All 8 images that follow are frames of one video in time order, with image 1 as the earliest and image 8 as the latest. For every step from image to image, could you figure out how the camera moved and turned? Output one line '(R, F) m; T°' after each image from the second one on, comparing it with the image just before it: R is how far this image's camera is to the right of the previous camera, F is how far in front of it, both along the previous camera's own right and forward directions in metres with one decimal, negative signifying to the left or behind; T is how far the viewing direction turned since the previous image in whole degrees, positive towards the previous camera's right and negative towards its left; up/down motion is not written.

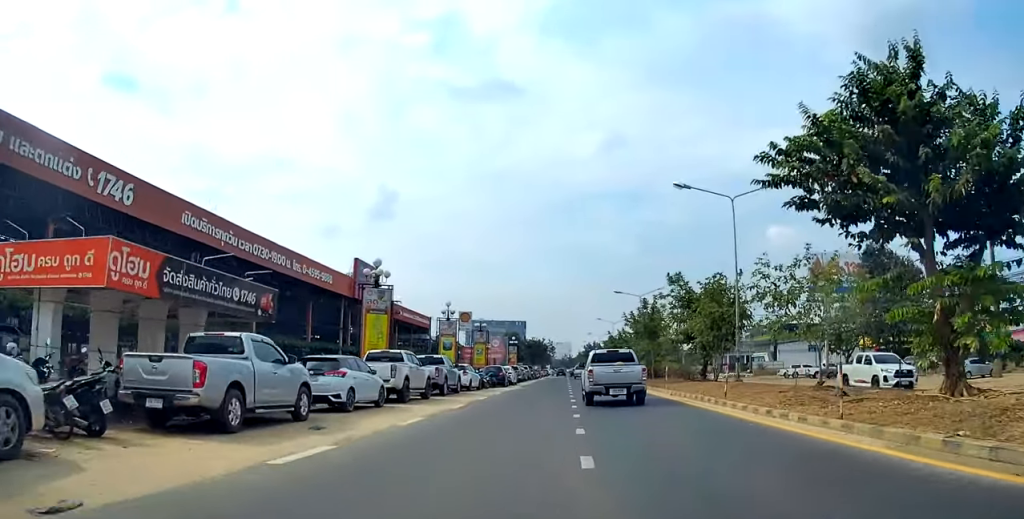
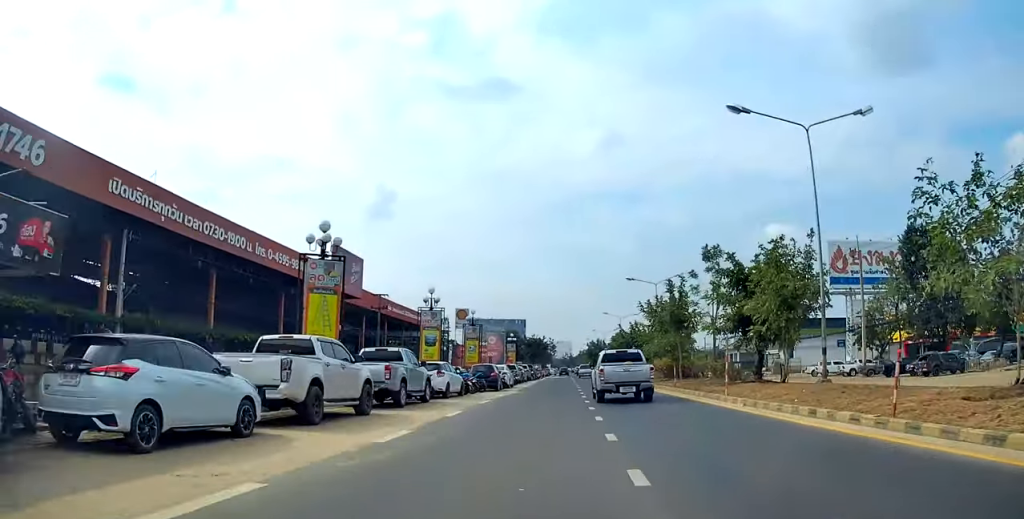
(0.0, +9.4) m; 0°
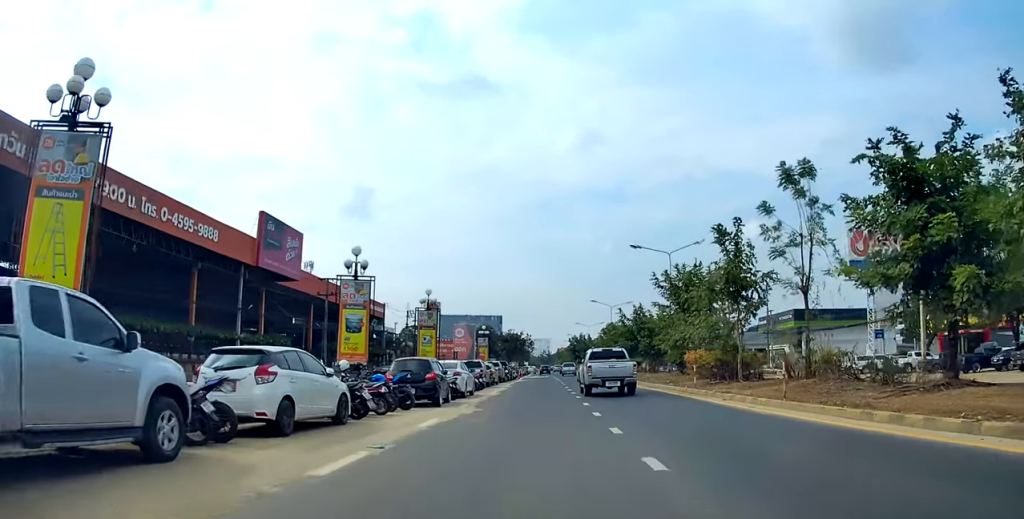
(0.0, +15.2) m; +1°
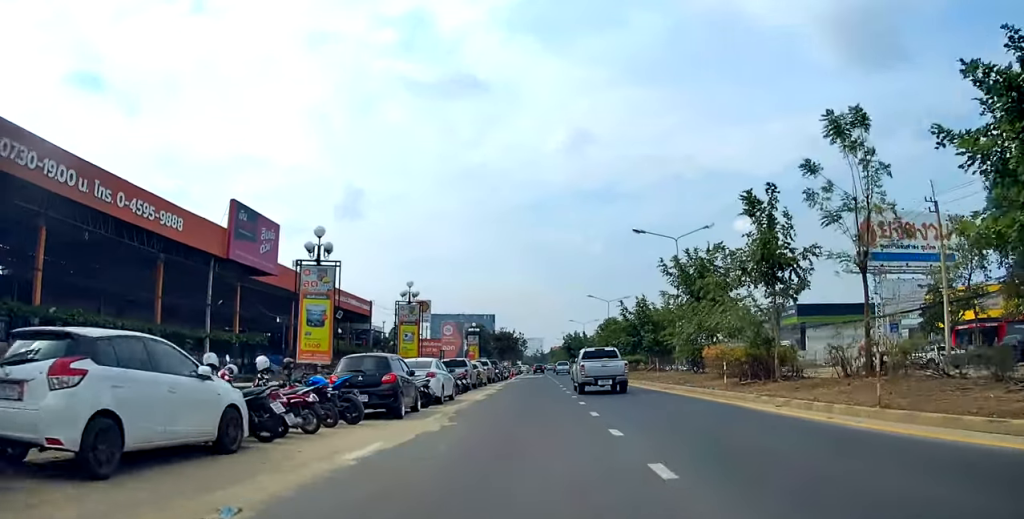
(-0.1, +4.9) m; +1°
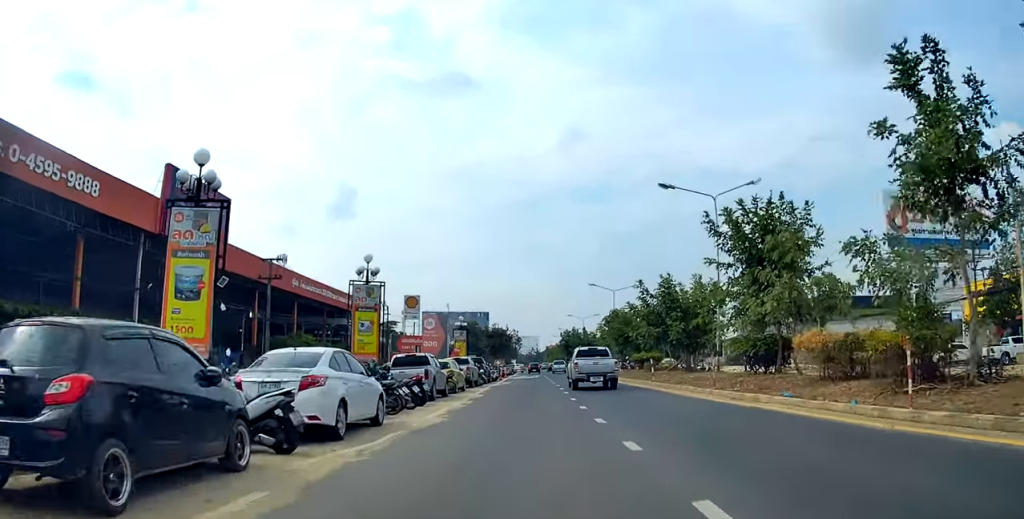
(+0.3, +10.2) m; 0°
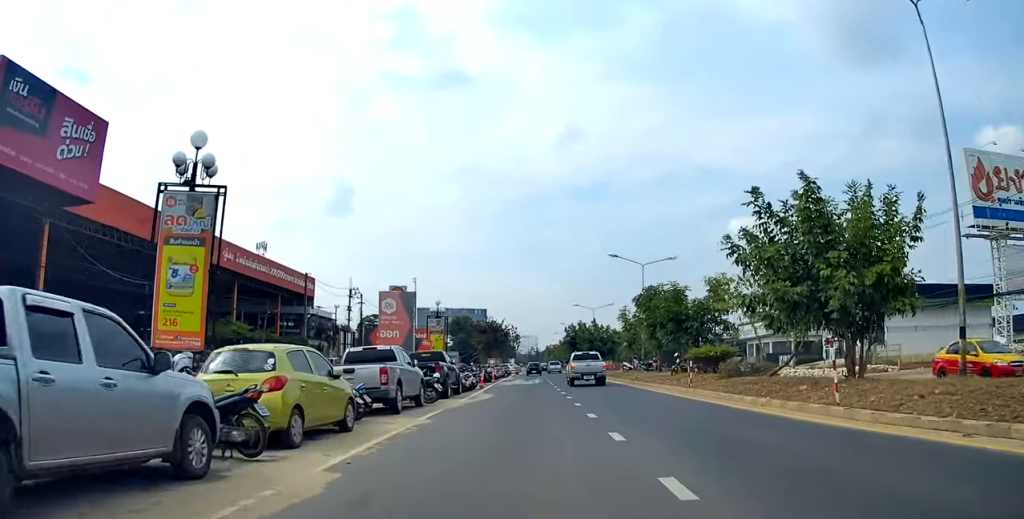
(+0.2, +20.3) m; +3°
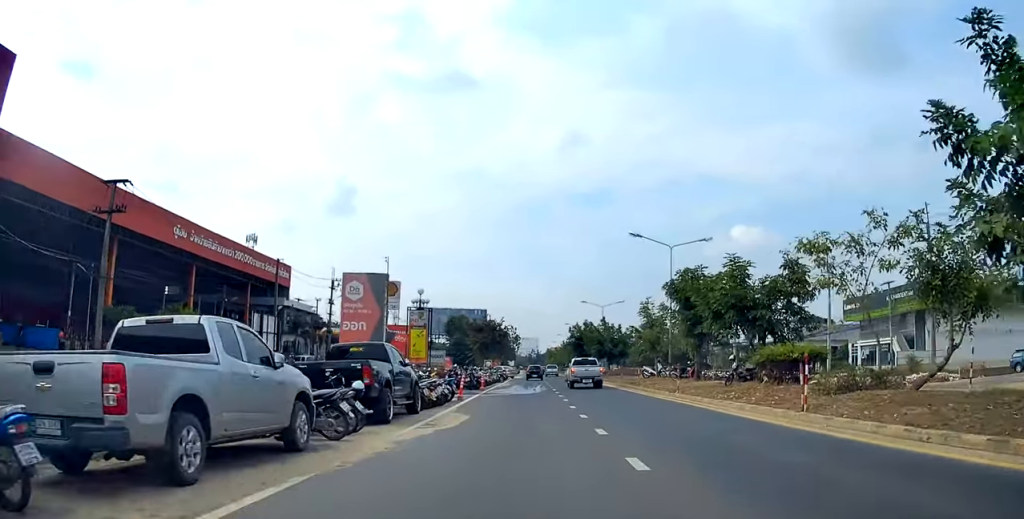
(+0.2, +11.2) m; -1°
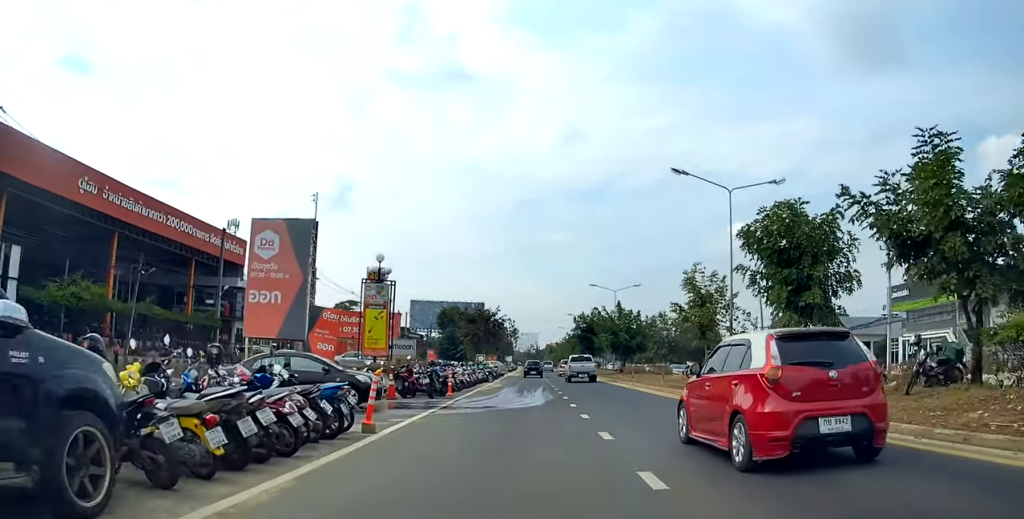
(-0.5, +14.2) m; +1°
